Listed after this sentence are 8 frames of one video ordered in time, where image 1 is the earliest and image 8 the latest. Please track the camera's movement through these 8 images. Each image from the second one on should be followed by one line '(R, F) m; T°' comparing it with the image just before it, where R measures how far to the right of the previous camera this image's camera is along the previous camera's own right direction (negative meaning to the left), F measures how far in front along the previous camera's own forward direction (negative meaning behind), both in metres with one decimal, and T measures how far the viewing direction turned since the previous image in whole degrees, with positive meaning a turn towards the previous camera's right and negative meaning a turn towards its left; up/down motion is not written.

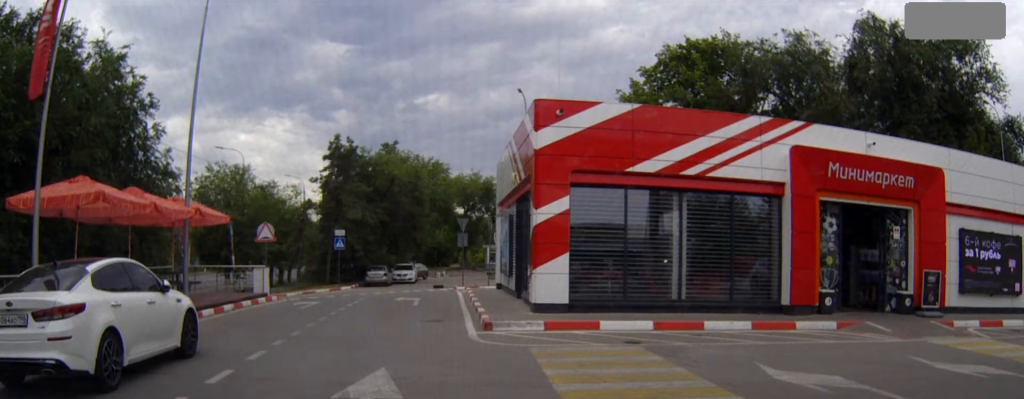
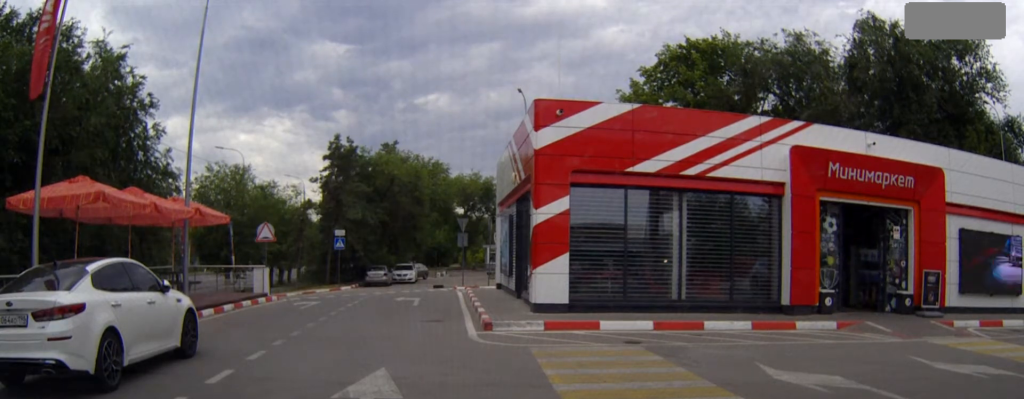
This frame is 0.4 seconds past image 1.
(0.0, 0.0) m; 0°
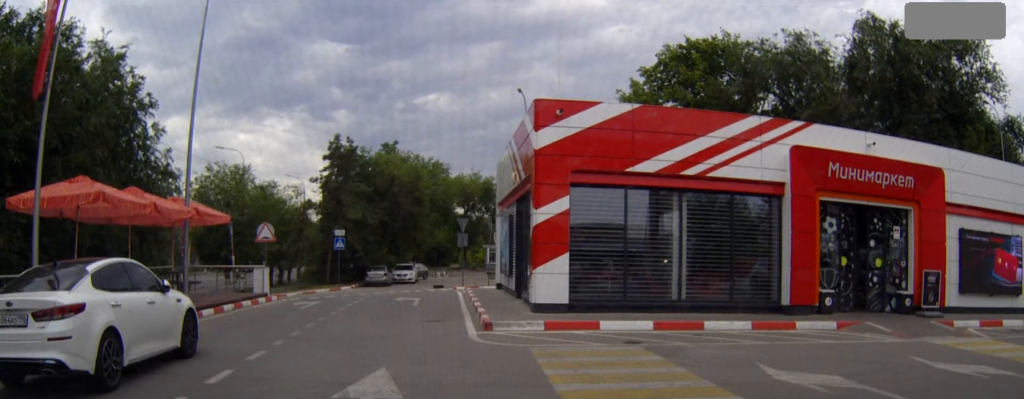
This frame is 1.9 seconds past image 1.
(0.0, 0.0) m; 0°
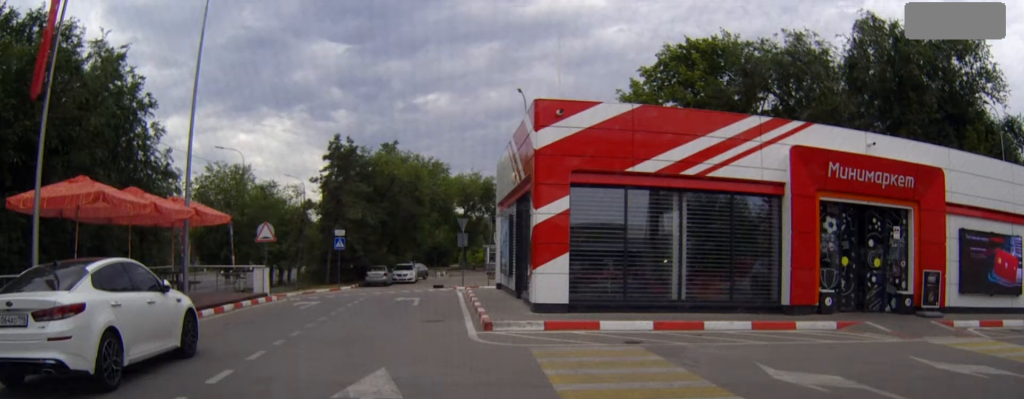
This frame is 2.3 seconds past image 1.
(0.0, 0.0) m; 0°
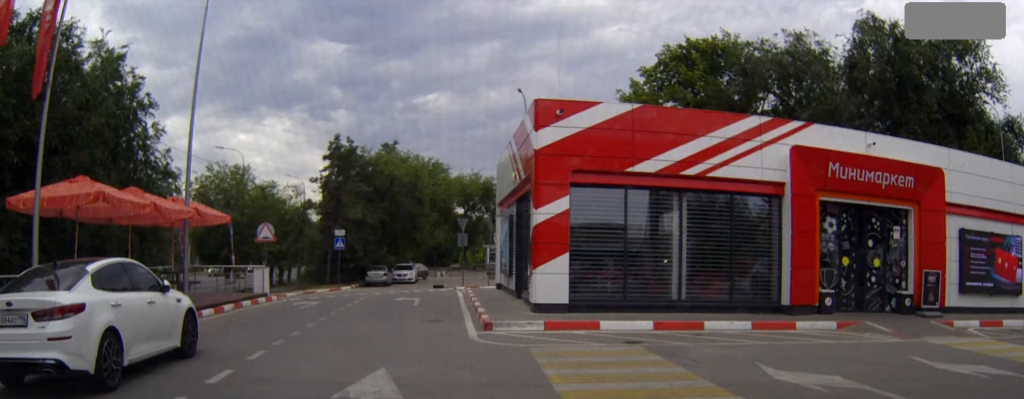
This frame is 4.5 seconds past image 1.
(0.0, 0.0) m; 0°
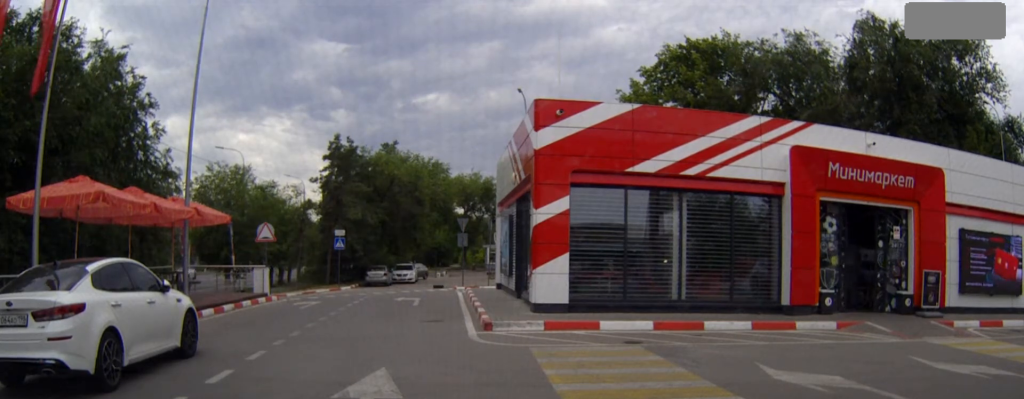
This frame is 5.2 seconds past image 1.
(0.0, 0.0) m; 0°
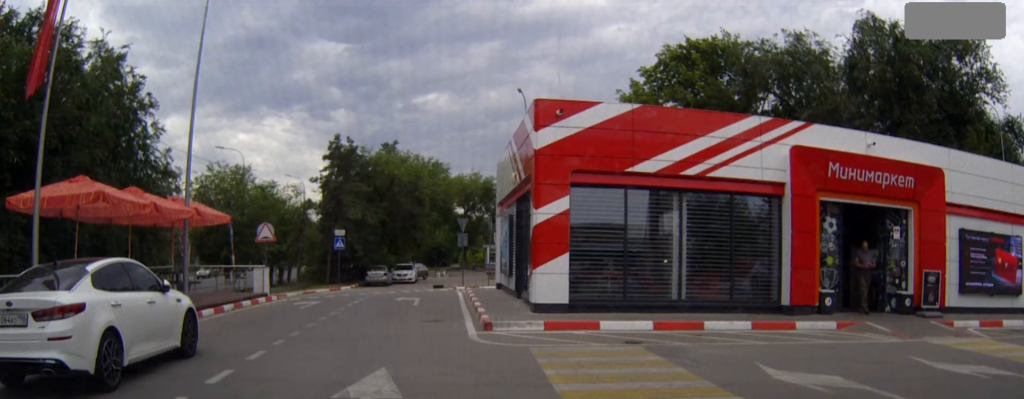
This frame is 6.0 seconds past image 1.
(0.0, 0.0) m; 0°
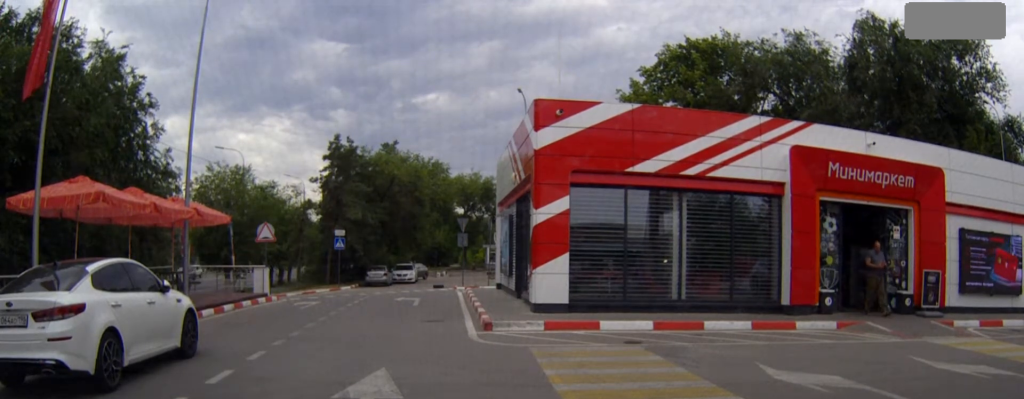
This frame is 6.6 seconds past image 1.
(0.0, 0.0) m; 0°
